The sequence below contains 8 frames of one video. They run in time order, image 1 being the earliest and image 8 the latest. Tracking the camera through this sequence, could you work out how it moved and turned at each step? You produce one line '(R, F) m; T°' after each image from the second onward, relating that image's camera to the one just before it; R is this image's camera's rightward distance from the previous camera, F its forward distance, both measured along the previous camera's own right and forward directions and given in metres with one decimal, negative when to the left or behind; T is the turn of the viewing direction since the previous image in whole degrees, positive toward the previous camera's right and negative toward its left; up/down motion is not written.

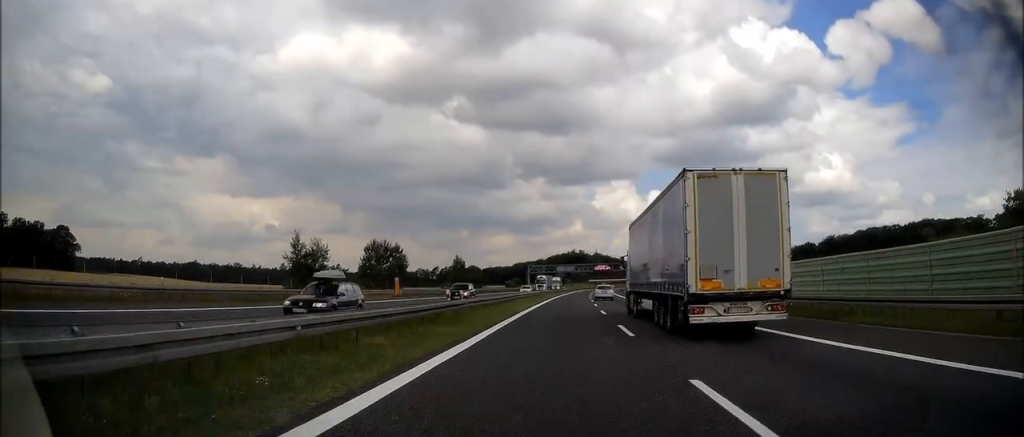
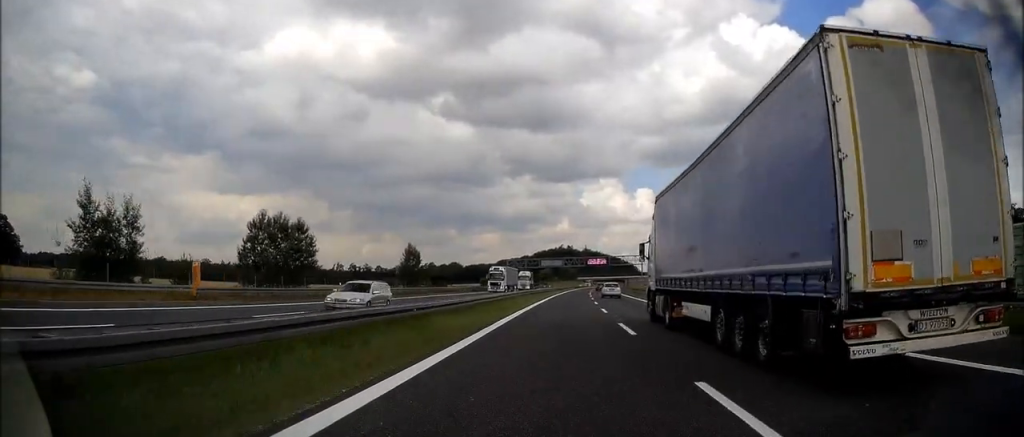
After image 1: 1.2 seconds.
(+0.4, +36.9) m; +1°
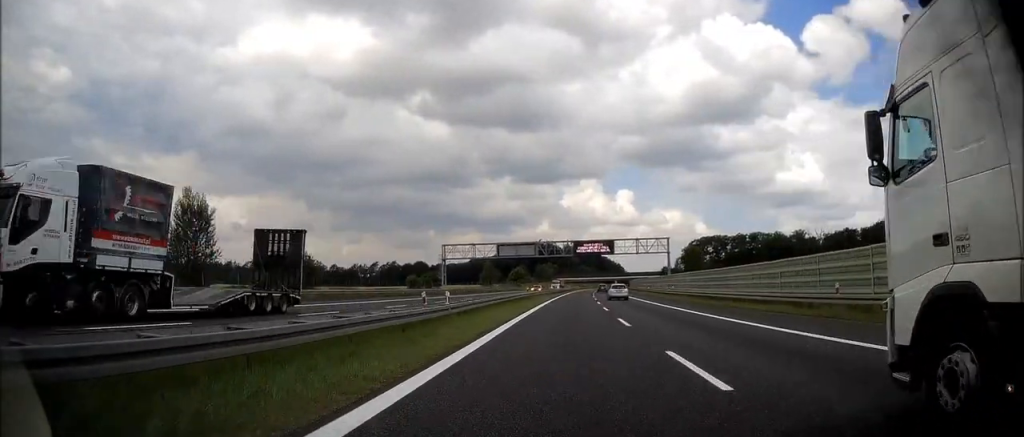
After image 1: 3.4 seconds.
(+0.9, +68.4) m; +2°
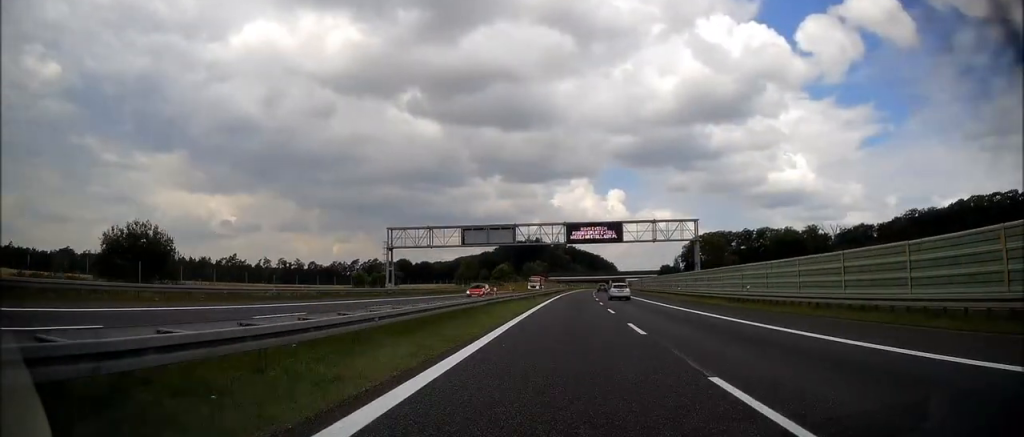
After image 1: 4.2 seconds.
(+0.3, +27.4) m; +1°
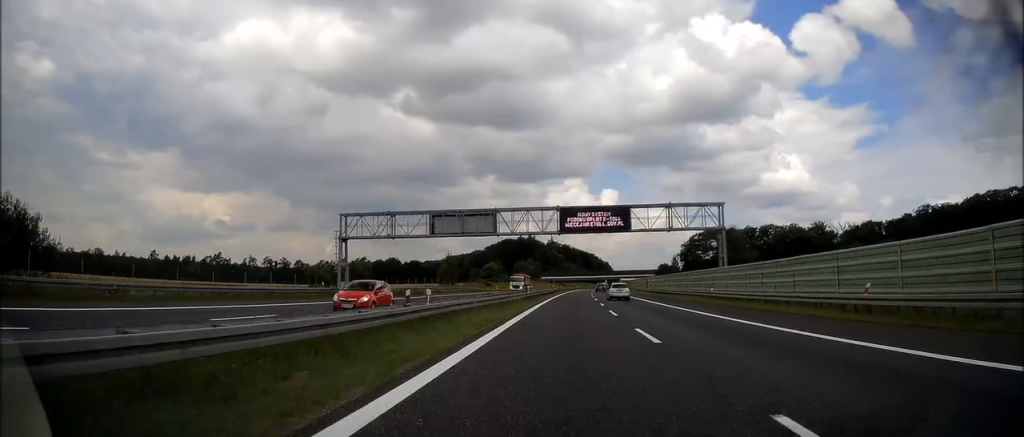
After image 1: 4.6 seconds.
(+0.2, +14.4) m; 0°
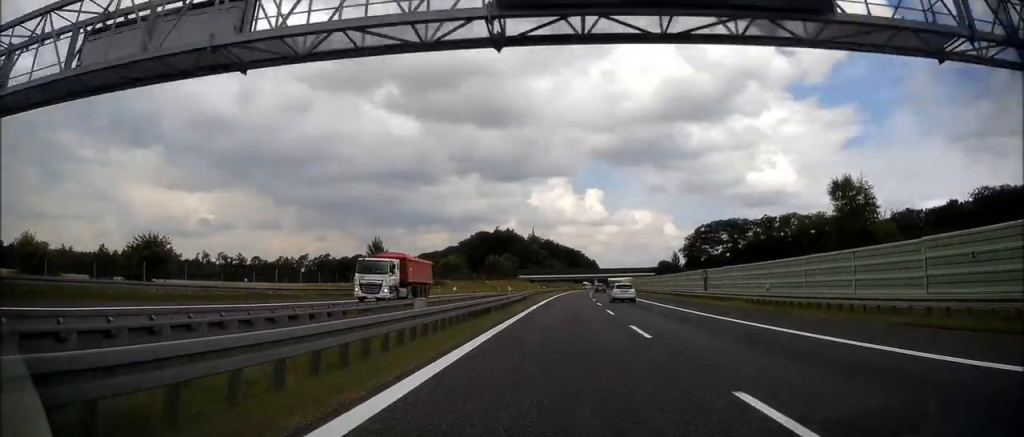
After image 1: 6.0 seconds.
(+0.3, +46.9) m; +1°
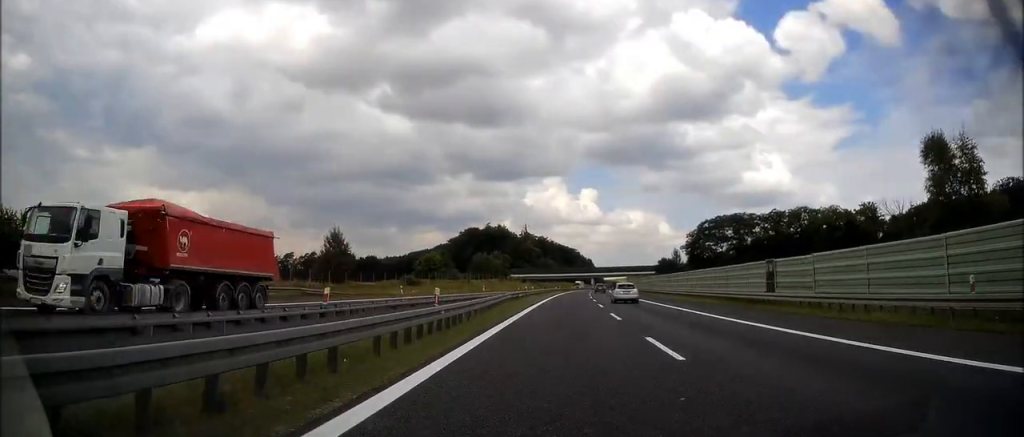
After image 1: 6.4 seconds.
(+0.2, +15.2) m; +1°
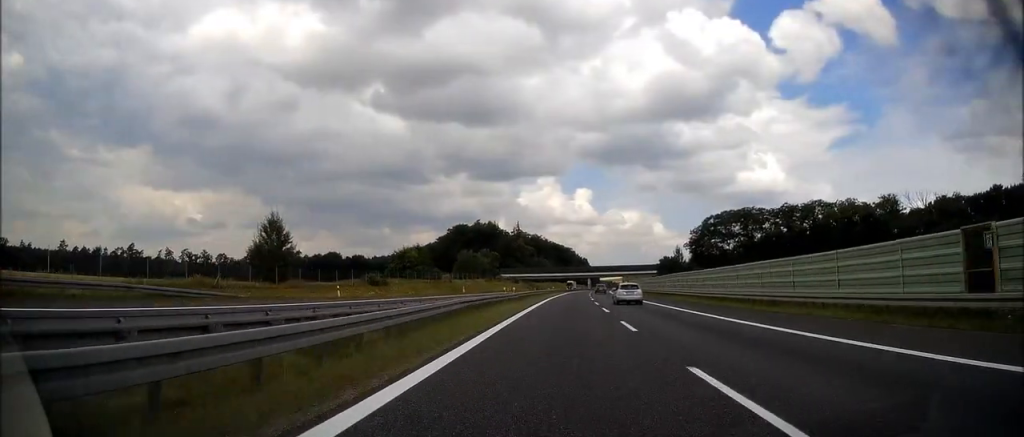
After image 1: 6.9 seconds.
(+0.1, +17.7) m; +1°
